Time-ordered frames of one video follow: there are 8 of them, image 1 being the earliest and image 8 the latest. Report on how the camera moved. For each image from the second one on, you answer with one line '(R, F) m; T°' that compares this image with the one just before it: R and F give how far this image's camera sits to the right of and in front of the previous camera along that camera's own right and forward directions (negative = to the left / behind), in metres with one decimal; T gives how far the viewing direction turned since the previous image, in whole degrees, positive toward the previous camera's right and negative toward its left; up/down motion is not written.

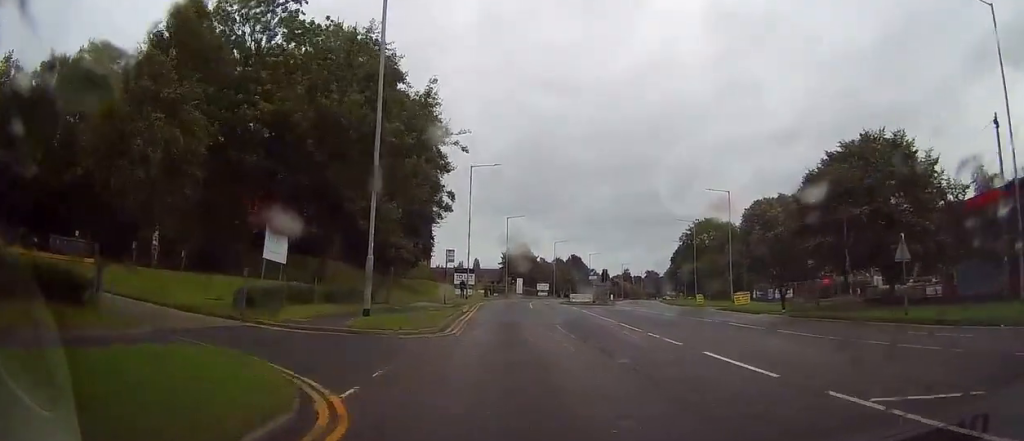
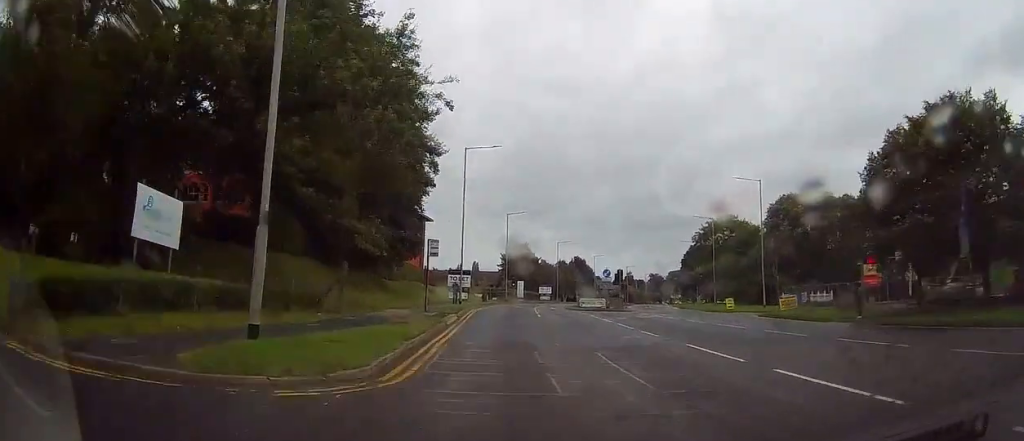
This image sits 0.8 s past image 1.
(0.0, +9.5) m; 0°
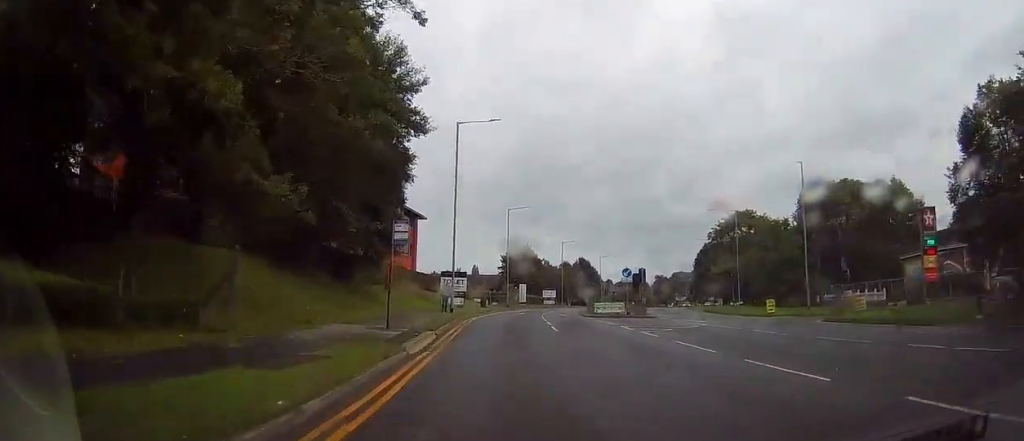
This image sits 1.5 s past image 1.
(0.0, +9.5) m; 0°
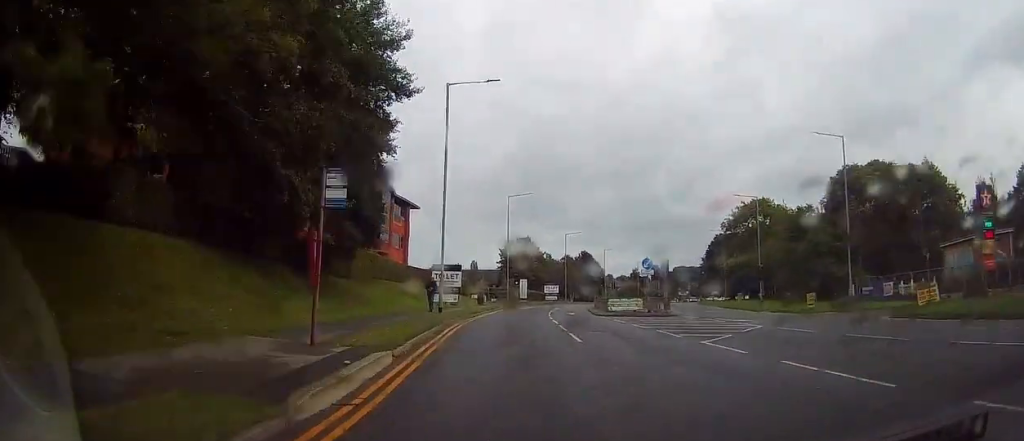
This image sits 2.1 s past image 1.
(0.0, +7.4) m; 0°
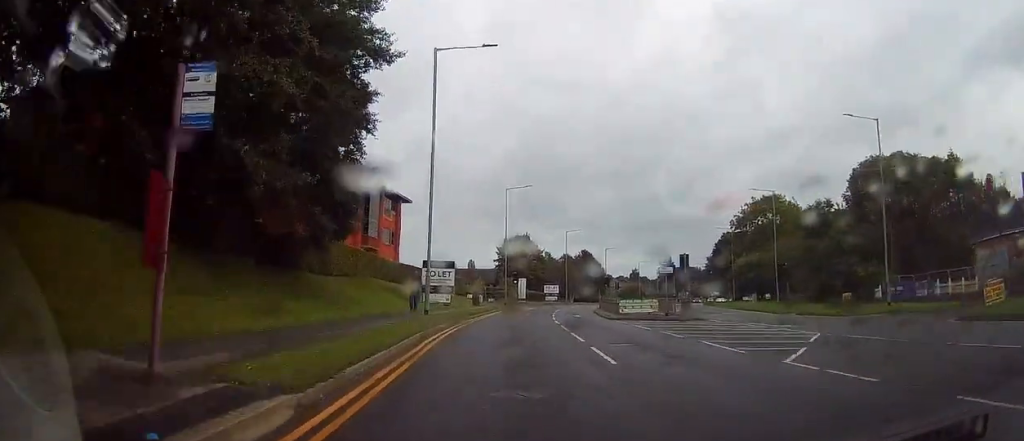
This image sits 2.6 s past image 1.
(0.0, +5.4) m; 0°
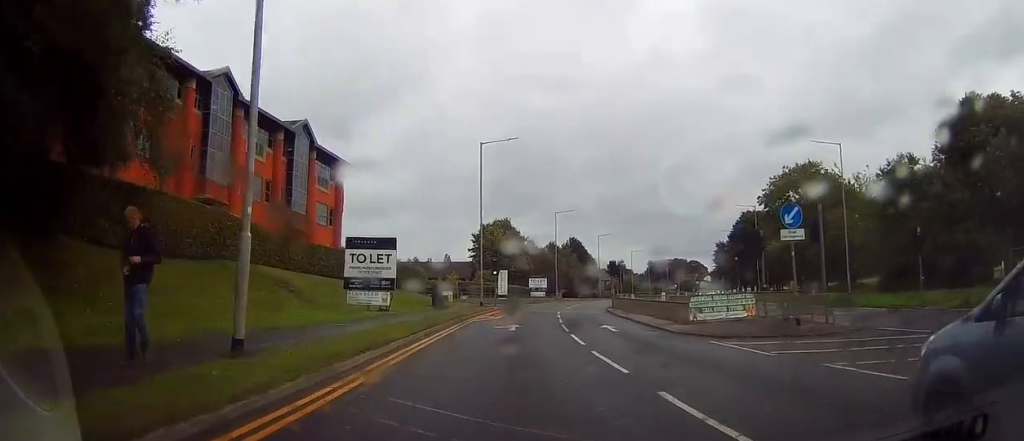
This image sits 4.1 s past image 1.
(0.0, +19.6) m; 0°
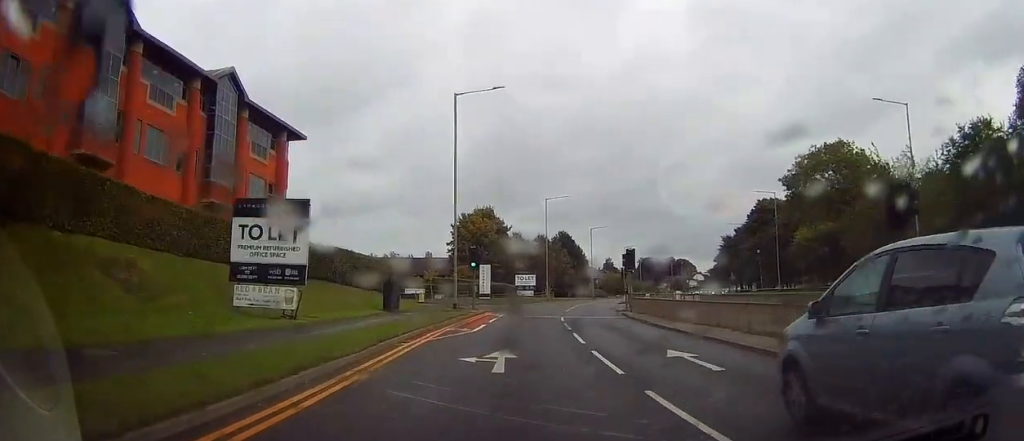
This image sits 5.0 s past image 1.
(0.0, +12.3) m; +2°
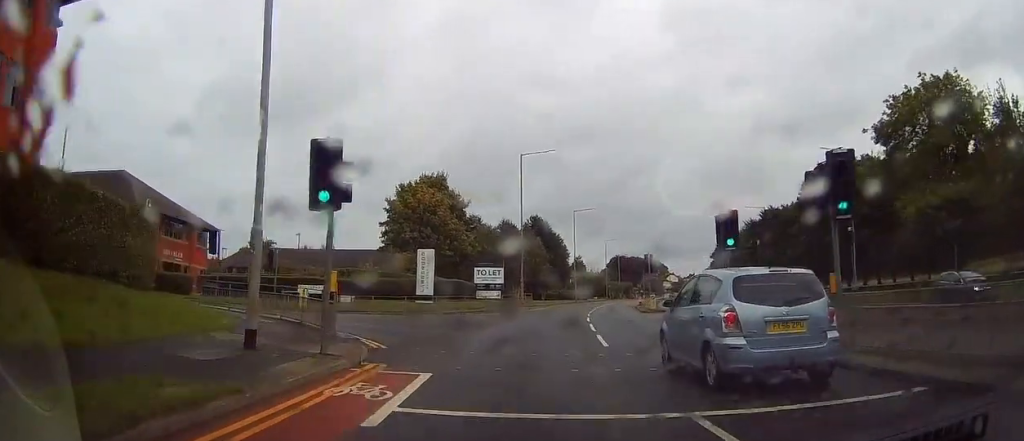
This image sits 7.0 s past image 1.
(+1.1, +26.0) m; +3°
